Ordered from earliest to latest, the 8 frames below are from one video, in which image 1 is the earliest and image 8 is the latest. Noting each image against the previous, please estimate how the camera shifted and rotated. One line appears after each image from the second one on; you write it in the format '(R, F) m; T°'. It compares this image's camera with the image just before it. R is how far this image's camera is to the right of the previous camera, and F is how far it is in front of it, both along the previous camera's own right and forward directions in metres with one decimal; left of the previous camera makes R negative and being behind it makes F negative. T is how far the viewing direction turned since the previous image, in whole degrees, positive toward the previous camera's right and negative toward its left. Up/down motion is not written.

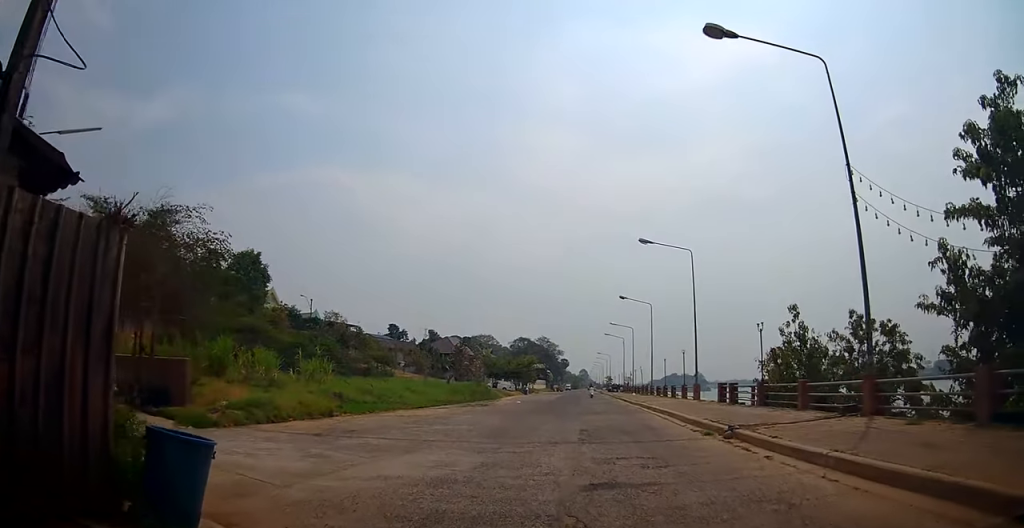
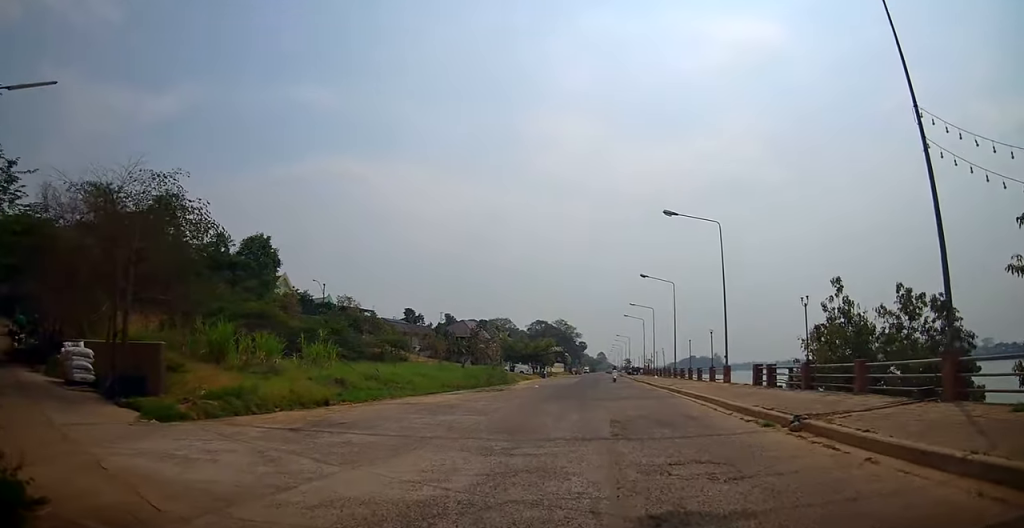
(+0.1, +3.7) m; -4°
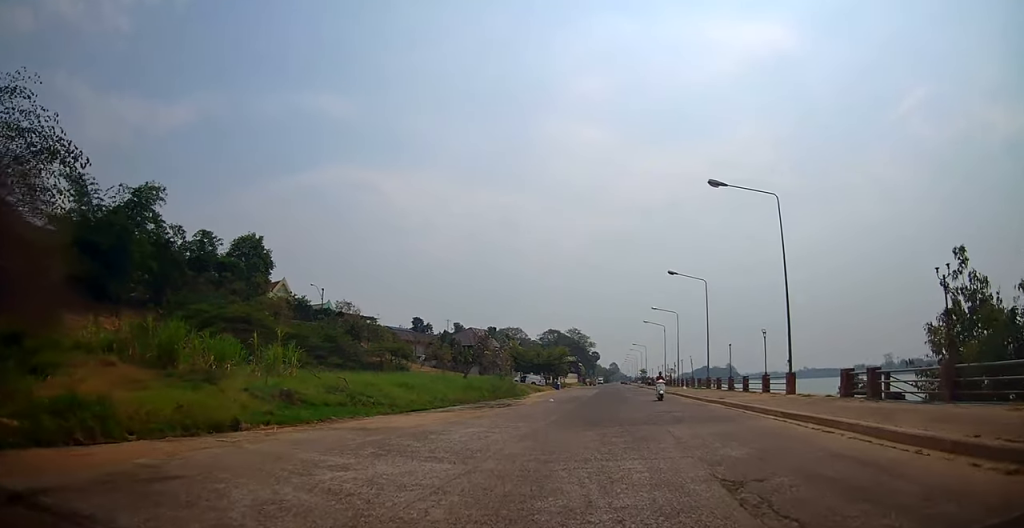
(-1.3, +7.6) m; -9°
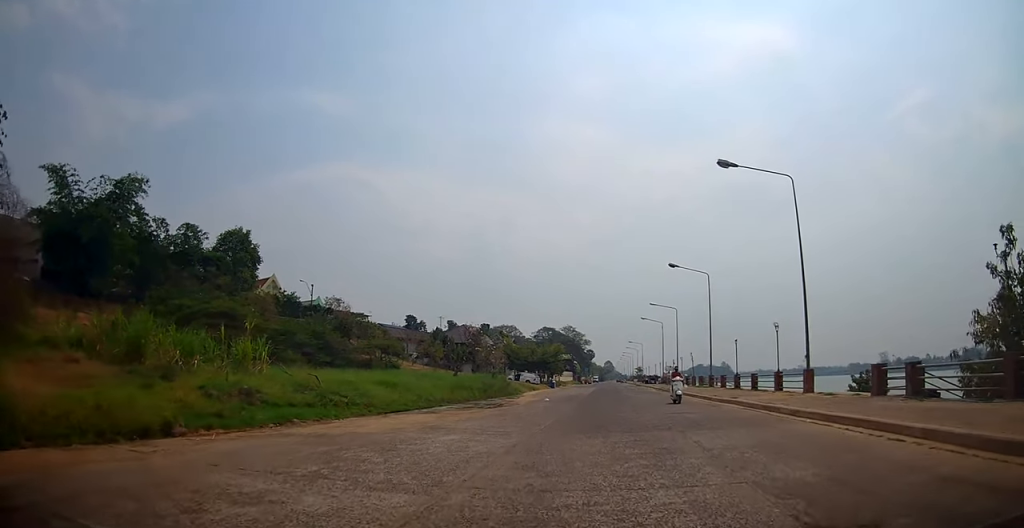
(+0.2, +2.2) m; +1°
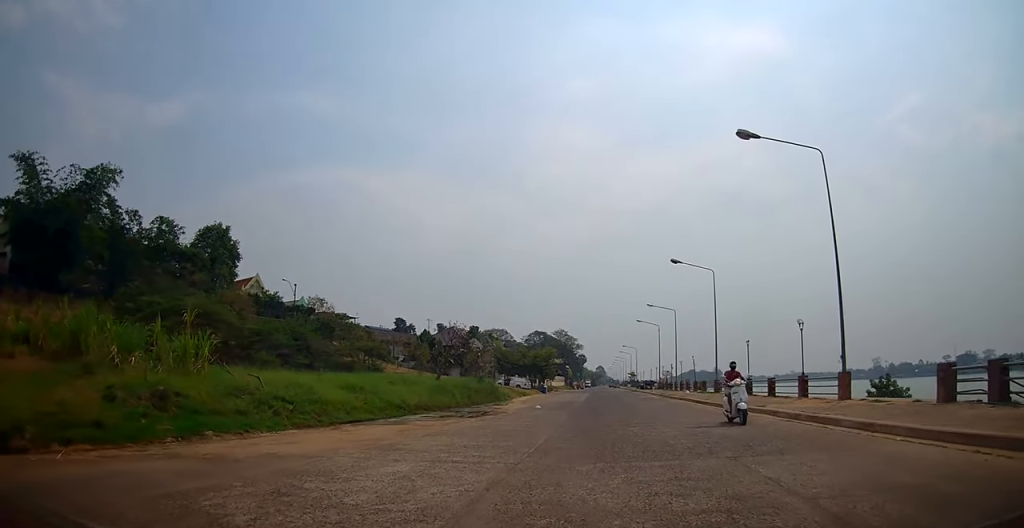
(0.0, +3.3) m; +1°
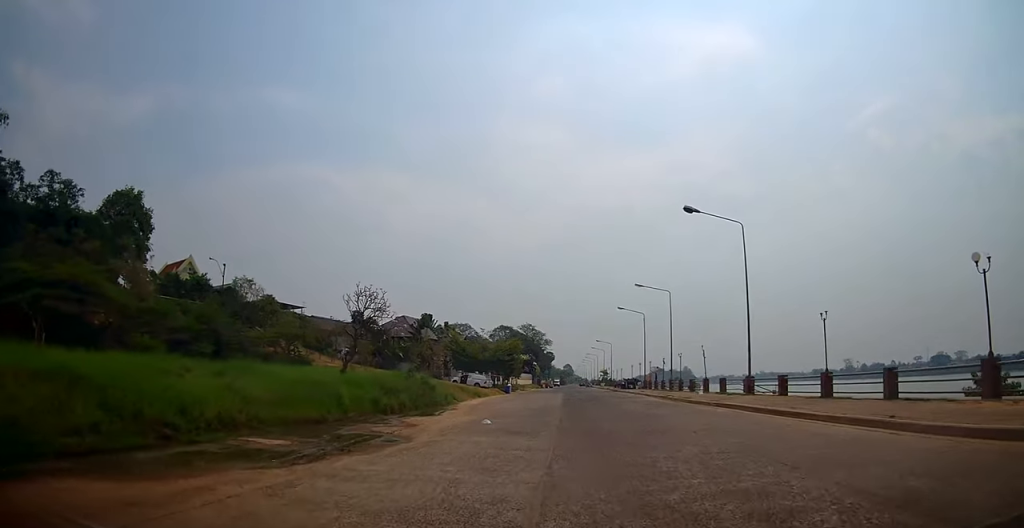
(+0.7, +12.1) m; +7°
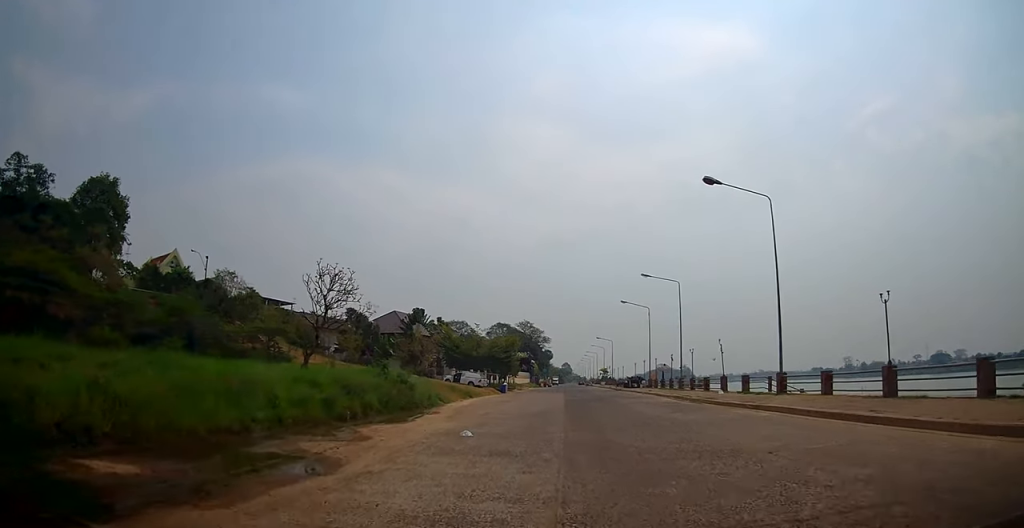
(+0.1, +4.1) m; +1°
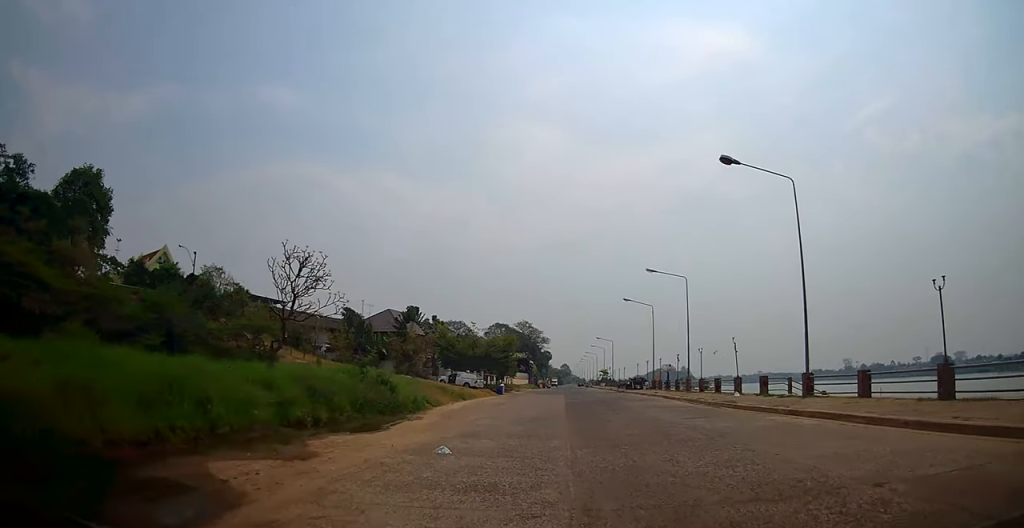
(0.0, +2.7) m; 0°
